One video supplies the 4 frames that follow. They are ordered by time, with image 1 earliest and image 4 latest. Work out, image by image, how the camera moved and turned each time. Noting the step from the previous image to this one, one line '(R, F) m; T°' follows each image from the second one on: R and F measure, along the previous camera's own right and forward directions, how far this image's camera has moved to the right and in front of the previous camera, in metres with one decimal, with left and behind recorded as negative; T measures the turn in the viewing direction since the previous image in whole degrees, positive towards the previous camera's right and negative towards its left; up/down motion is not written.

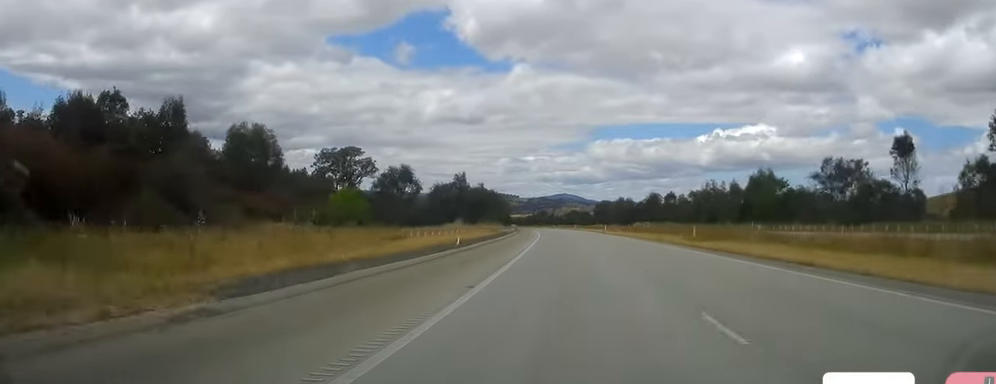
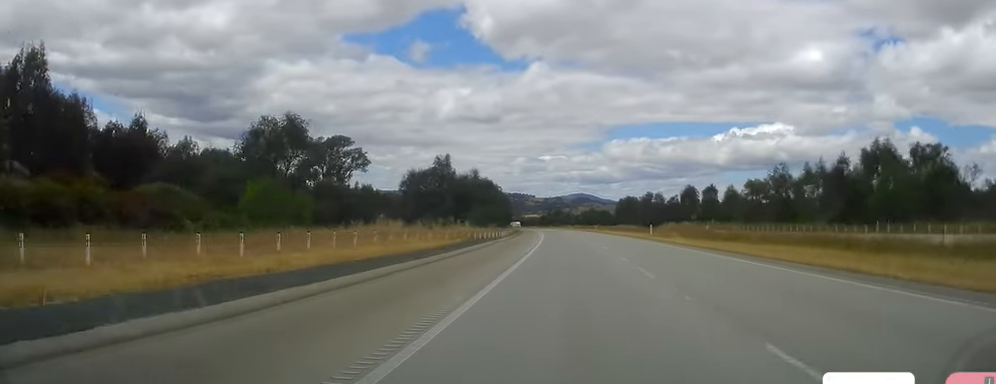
(-0.5, +39.5) m; -1°
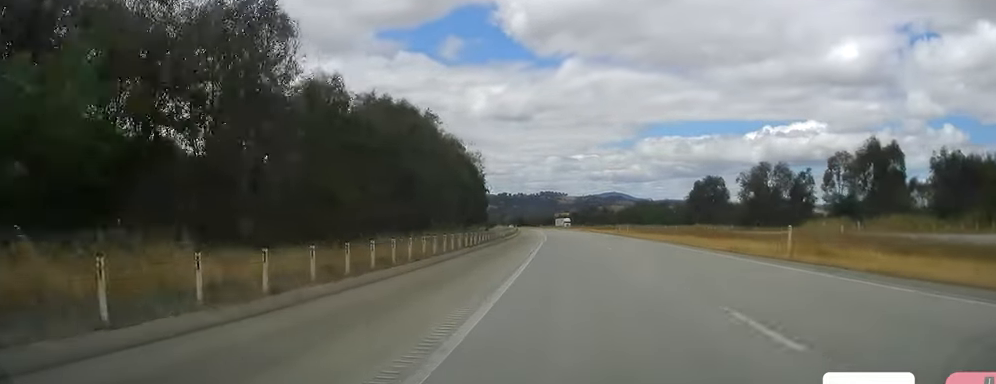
(-3.4, +95.7) m; -3°
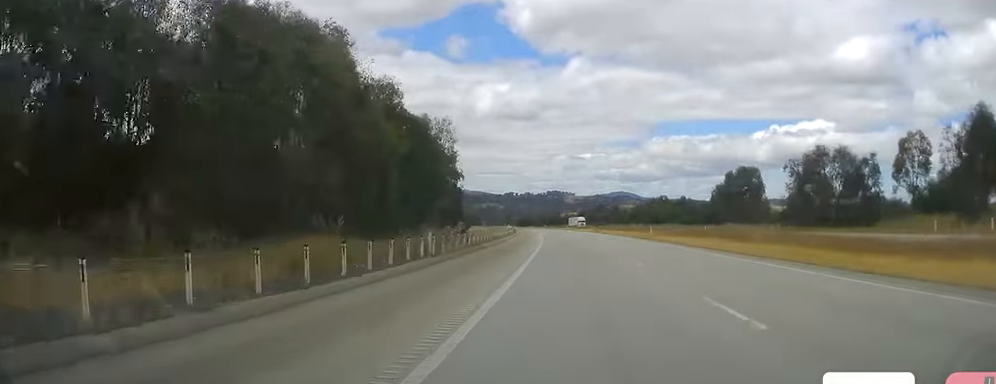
(0.0, +23.0) m; 0°
